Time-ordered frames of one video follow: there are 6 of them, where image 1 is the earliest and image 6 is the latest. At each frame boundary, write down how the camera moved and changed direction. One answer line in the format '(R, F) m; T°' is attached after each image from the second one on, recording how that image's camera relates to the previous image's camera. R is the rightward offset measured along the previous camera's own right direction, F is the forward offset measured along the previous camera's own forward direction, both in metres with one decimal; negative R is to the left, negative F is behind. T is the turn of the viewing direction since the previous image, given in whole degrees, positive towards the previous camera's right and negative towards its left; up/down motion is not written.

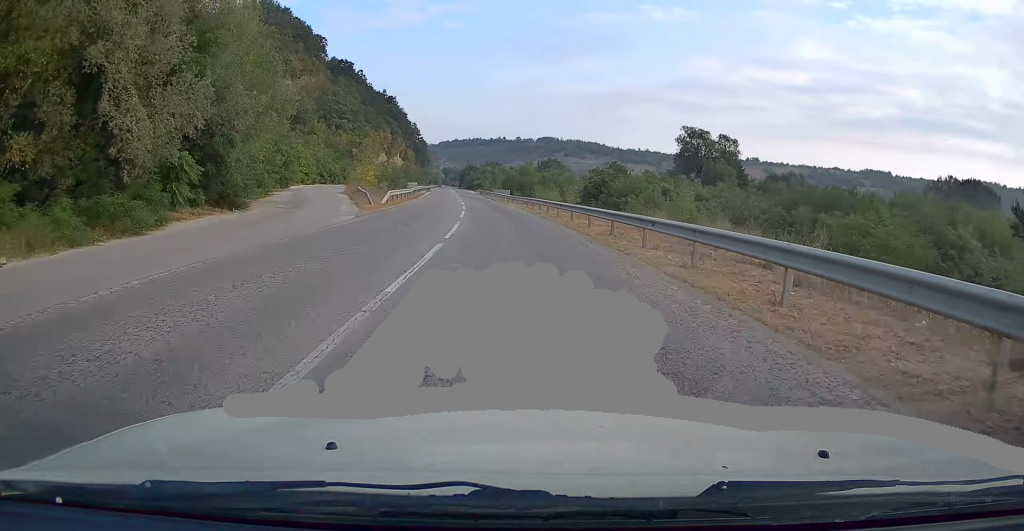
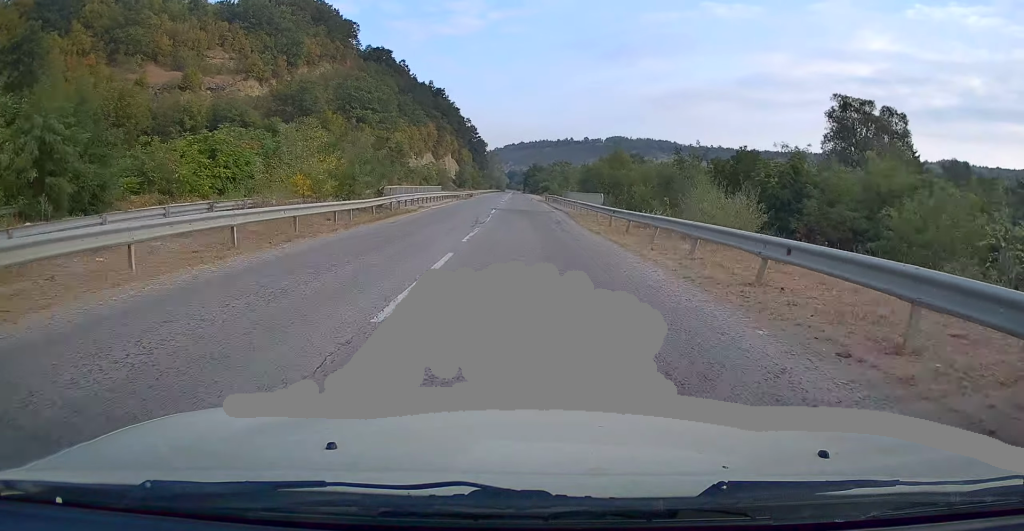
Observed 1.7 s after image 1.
(-1.9, +37.7) m; -6°
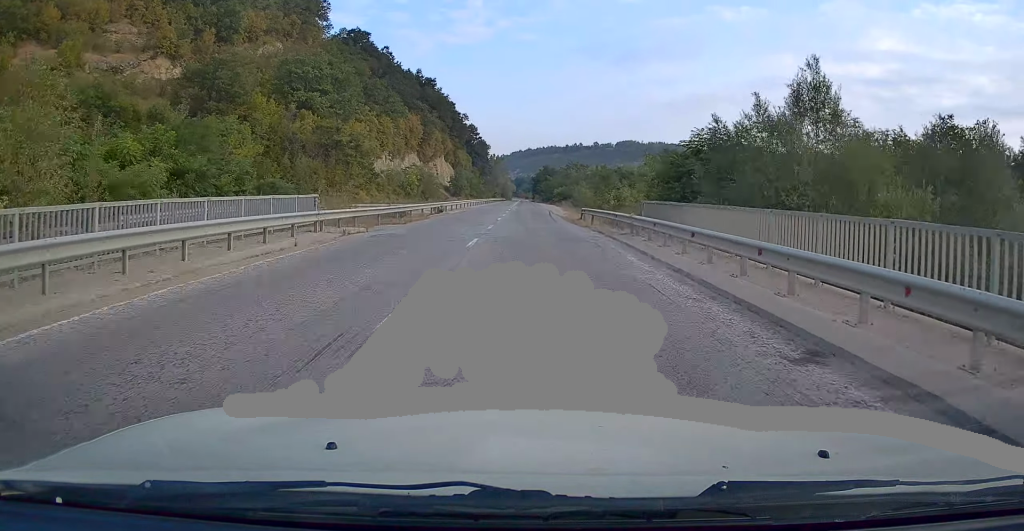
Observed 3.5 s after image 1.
(-1.3, +38.6) m; -3°
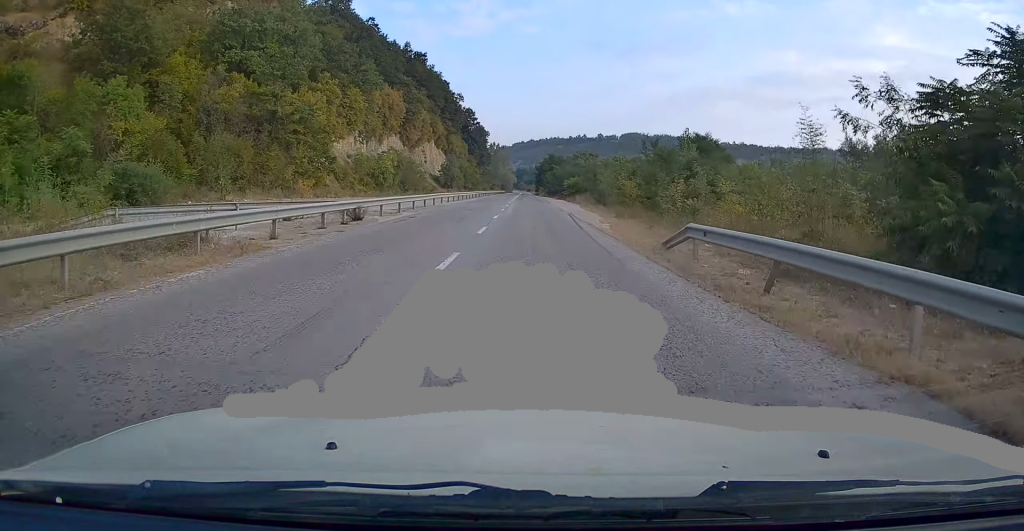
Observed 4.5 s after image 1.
(-0.1, +24.1) m; 0°
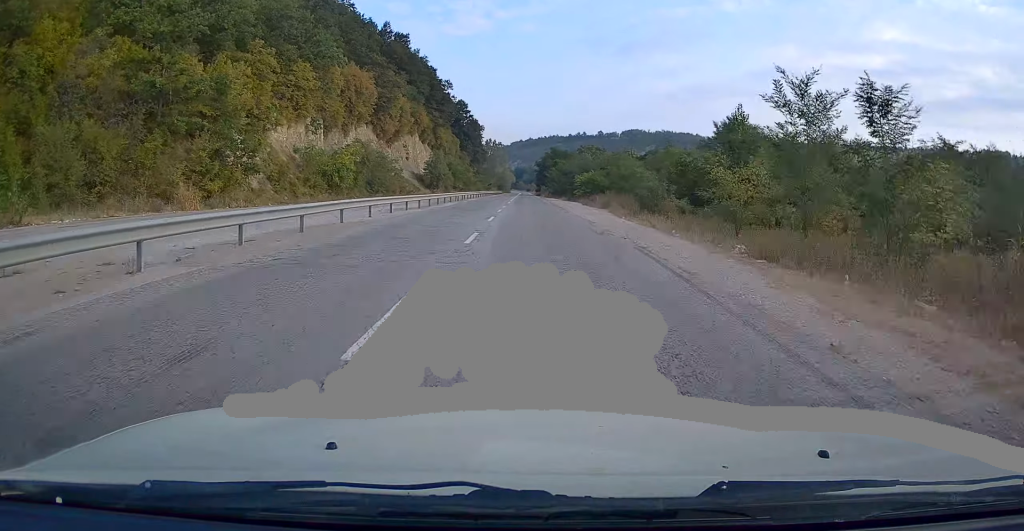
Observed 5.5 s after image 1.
(0.0, +21.9) m; 0°
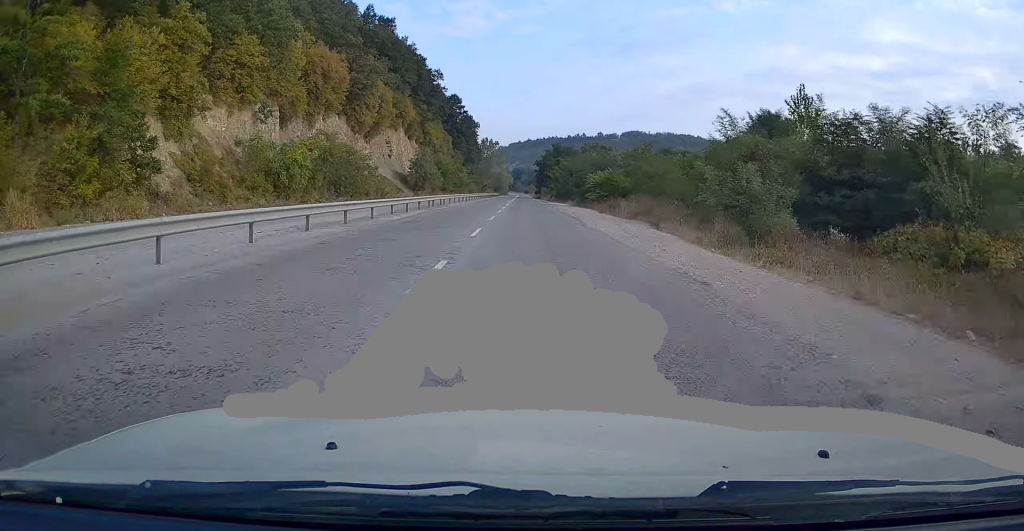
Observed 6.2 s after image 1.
(-0.1, +15.2) m; 0°
